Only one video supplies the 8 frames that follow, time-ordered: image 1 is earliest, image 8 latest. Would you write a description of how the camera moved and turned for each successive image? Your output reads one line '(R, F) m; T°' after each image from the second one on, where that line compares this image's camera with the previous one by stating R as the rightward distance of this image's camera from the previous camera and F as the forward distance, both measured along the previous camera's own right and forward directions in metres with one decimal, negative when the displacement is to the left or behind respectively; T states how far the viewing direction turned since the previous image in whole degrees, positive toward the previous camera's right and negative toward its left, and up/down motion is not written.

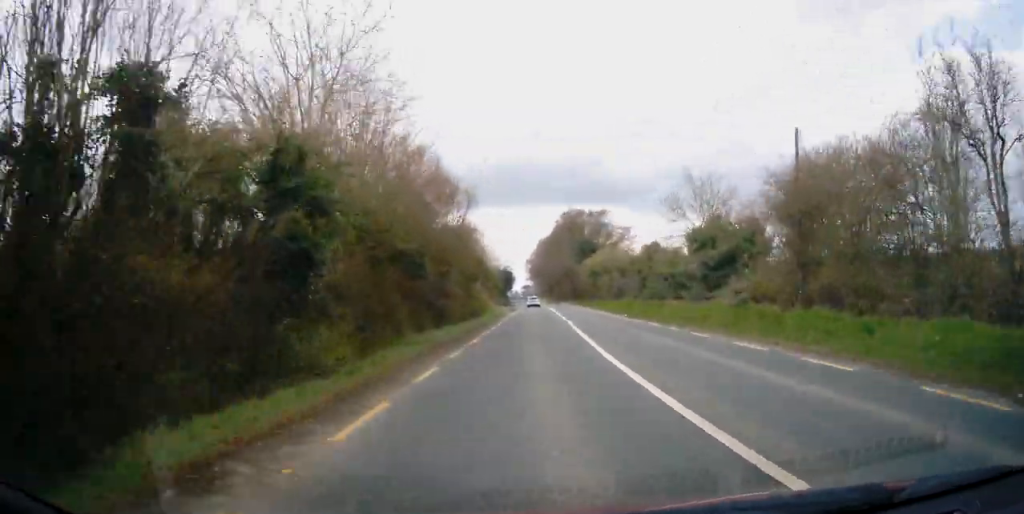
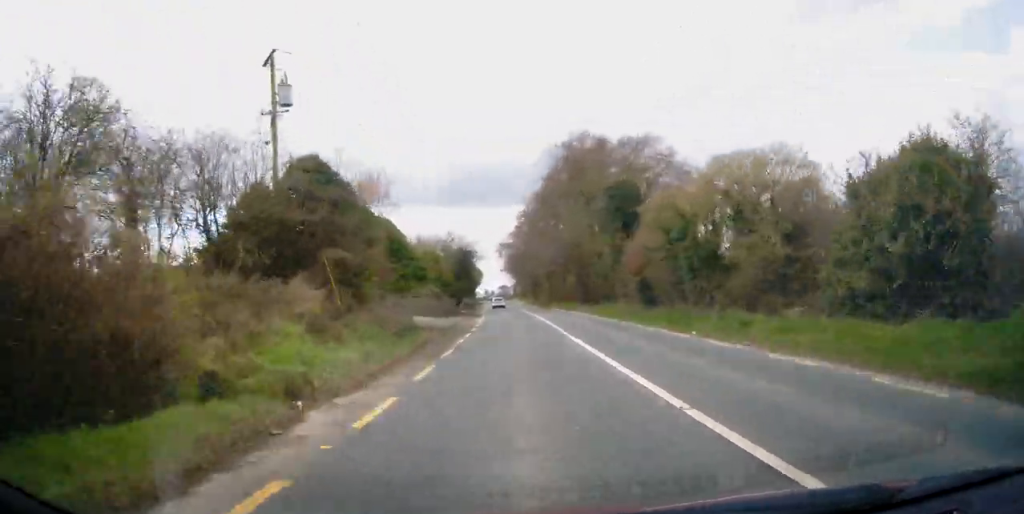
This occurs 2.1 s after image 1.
(+3.9, +46.9) m; +7°
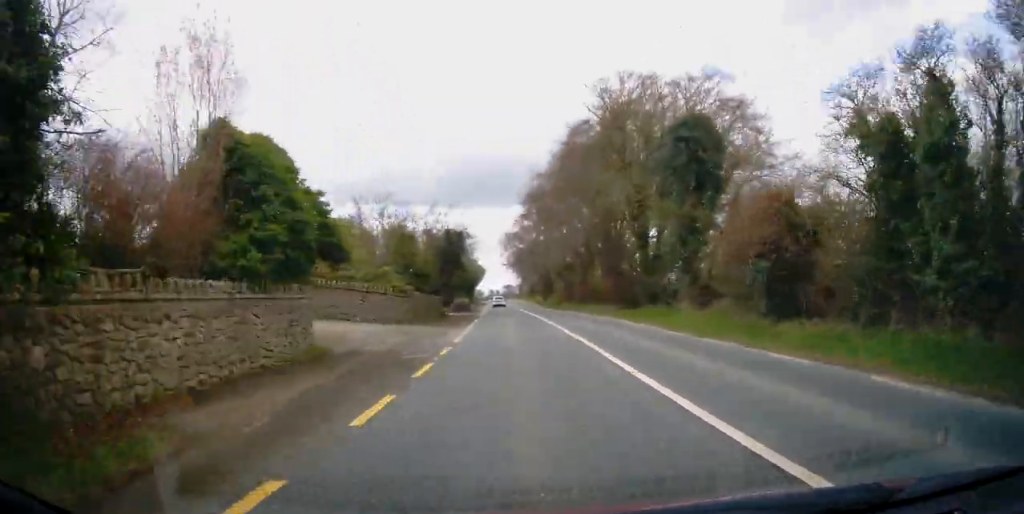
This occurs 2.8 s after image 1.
(+0.2, +16.0) m; 0°
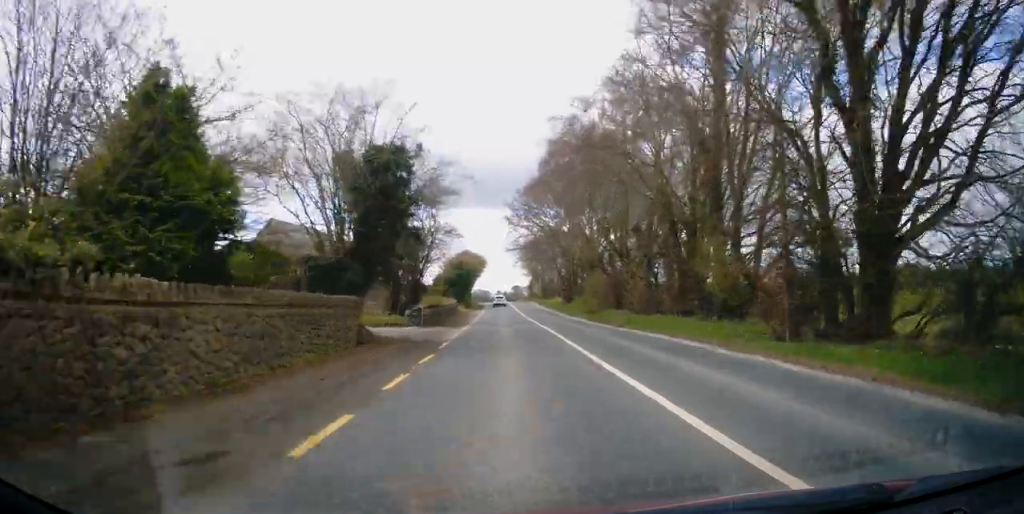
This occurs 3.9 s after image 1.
(-0.3, +25.2) m; -2°
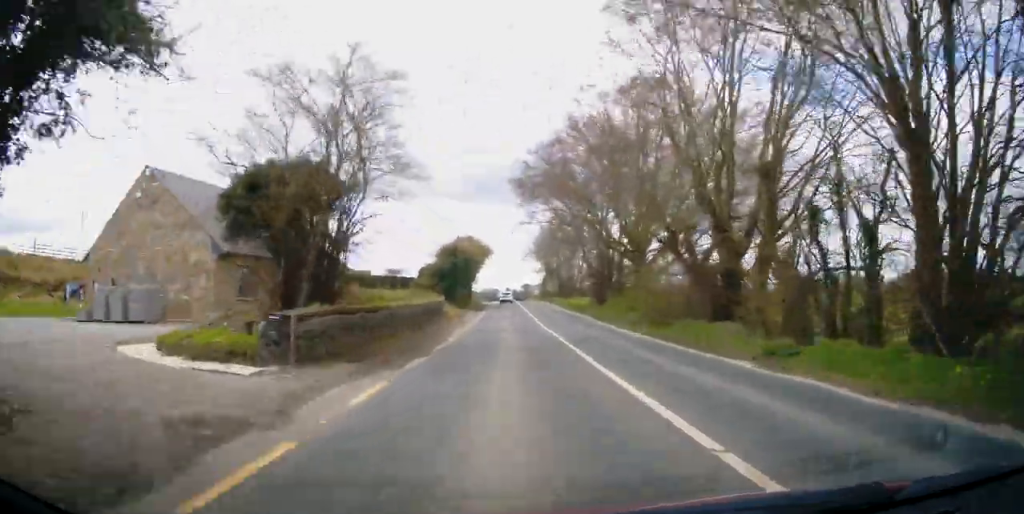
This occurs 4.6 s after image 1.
(-0.4, +17.6) m; -1°
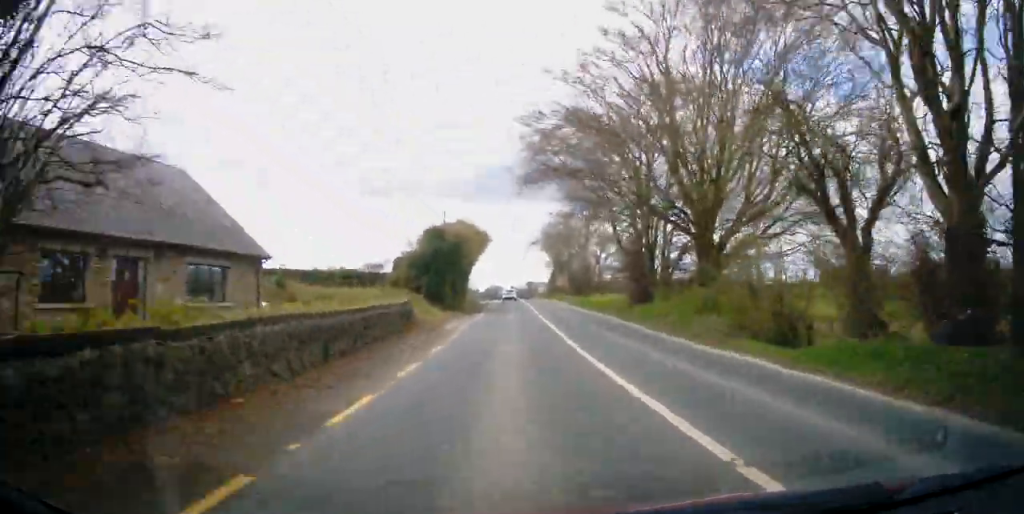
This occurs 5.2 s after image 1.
(0.0, +13.0) m; 0°
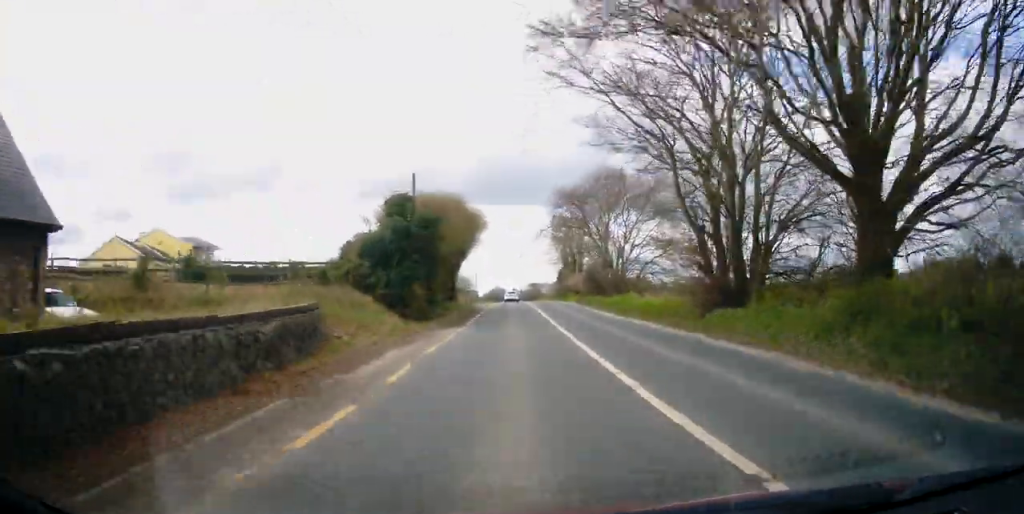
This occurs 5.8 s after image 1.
(+0.2, +13.0) m; 0°
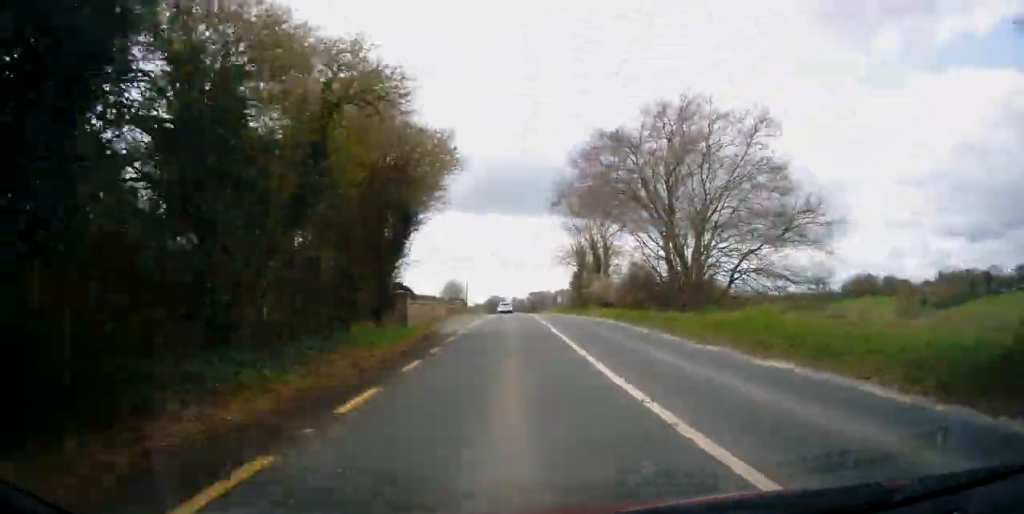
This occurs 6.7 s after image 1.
(-0.3, +22.5) m; -1°
